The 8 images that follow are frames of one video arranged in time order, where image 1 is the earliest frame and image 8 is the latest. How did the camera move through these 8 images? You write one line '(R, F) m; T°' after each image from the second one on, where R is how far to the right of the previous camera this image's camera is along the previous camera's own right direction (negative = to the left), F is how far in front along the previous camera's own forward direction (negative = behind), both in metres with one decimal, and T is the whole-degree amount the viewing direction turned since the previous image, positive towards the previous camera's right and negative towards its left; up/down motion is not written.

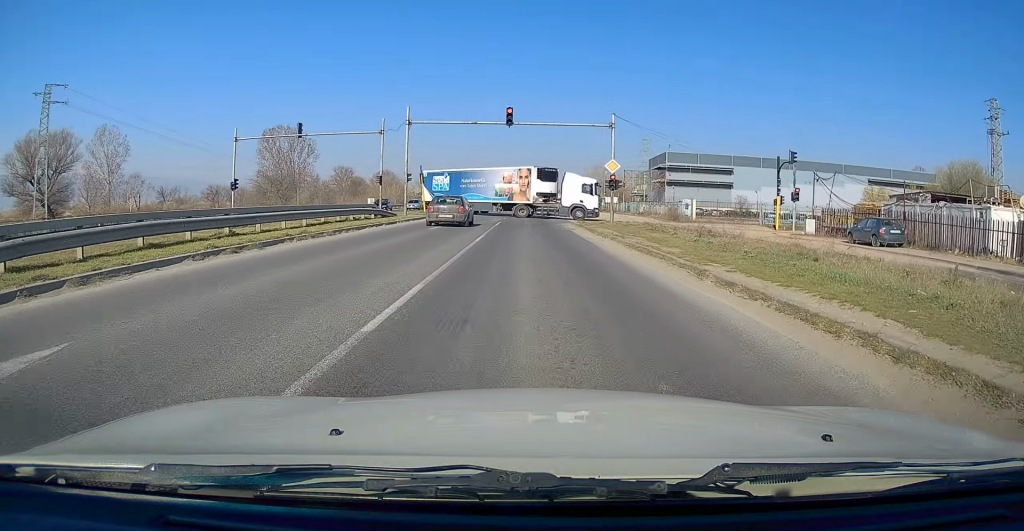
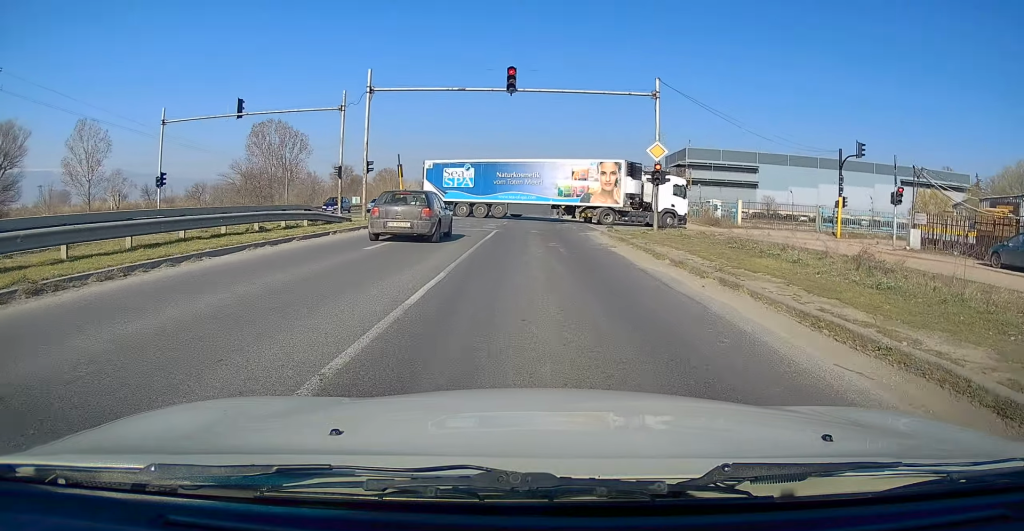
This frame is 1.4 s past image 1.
(+0.1, +11.8) m; -2°
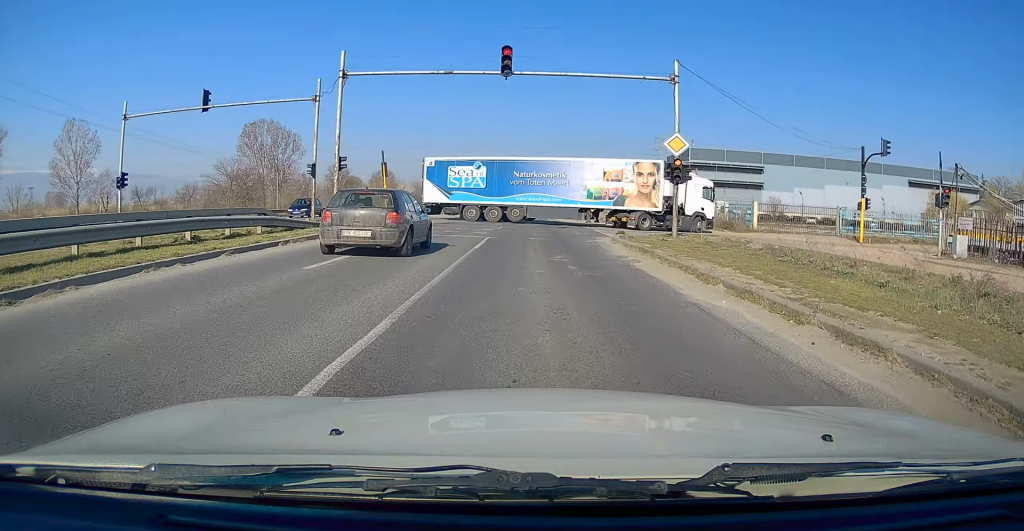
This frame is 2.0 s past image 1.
(-0.2, +3.9) m; +1°
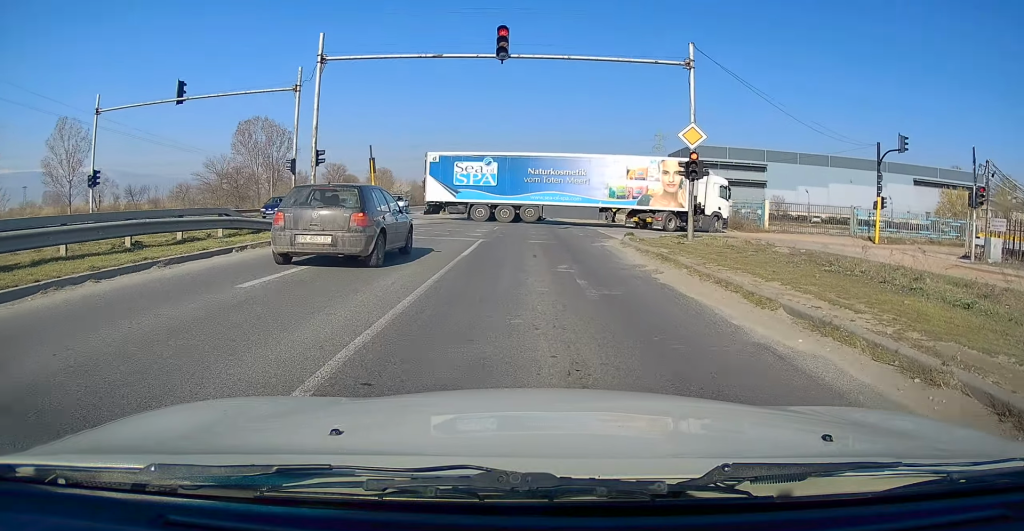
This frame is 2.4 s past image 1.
(-0.1, +2.7) m; 0°
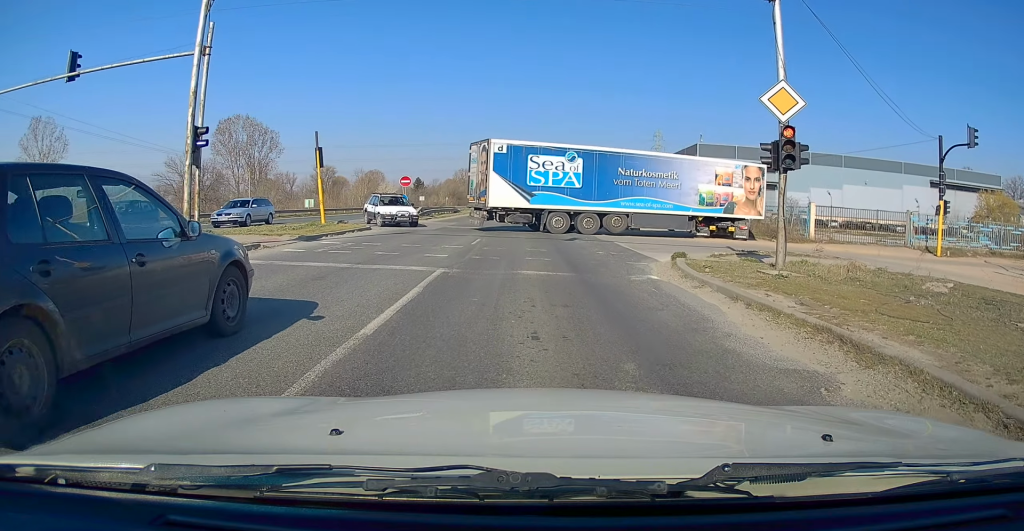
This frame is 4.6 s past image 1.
(+0.2, +8.2) m; -4°
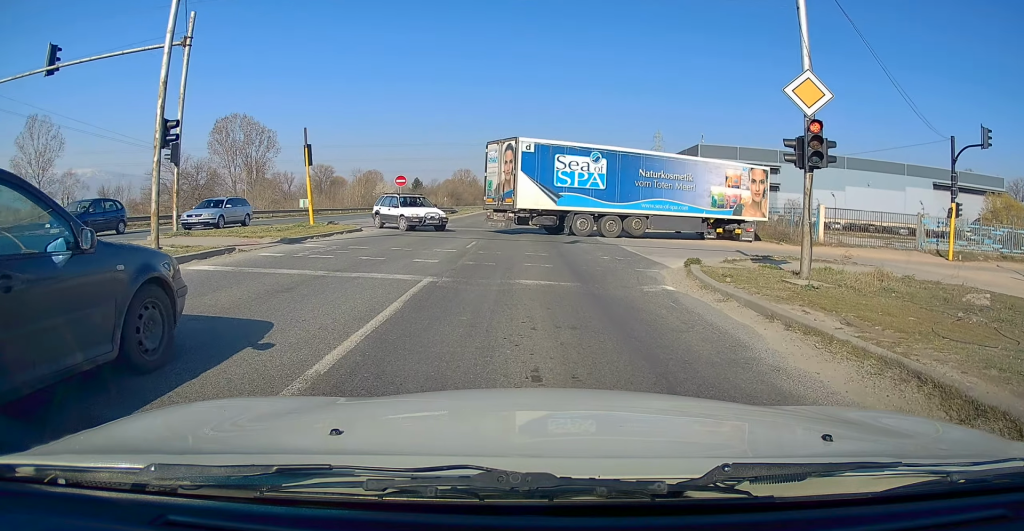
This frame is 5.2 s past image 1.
(0.0, +1.2) m; +1°
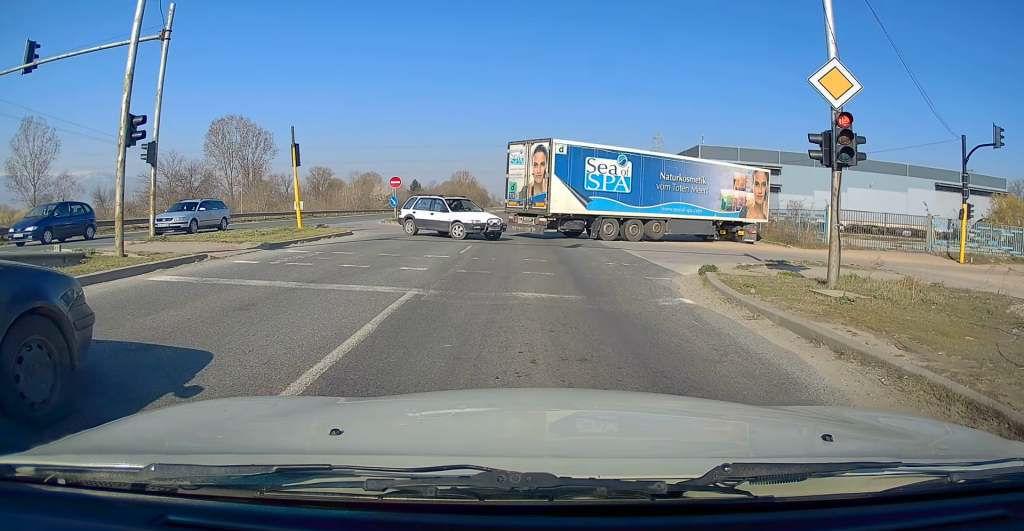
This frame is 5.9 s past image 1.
(0.0, +1.0) m; 0°
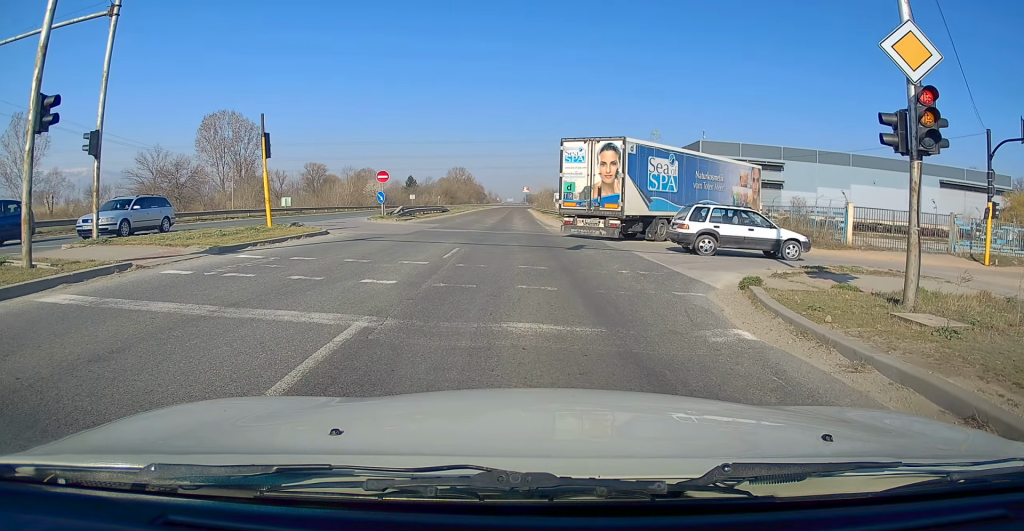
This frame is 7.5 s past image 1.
(+0.7, +1.9) m; 0°
